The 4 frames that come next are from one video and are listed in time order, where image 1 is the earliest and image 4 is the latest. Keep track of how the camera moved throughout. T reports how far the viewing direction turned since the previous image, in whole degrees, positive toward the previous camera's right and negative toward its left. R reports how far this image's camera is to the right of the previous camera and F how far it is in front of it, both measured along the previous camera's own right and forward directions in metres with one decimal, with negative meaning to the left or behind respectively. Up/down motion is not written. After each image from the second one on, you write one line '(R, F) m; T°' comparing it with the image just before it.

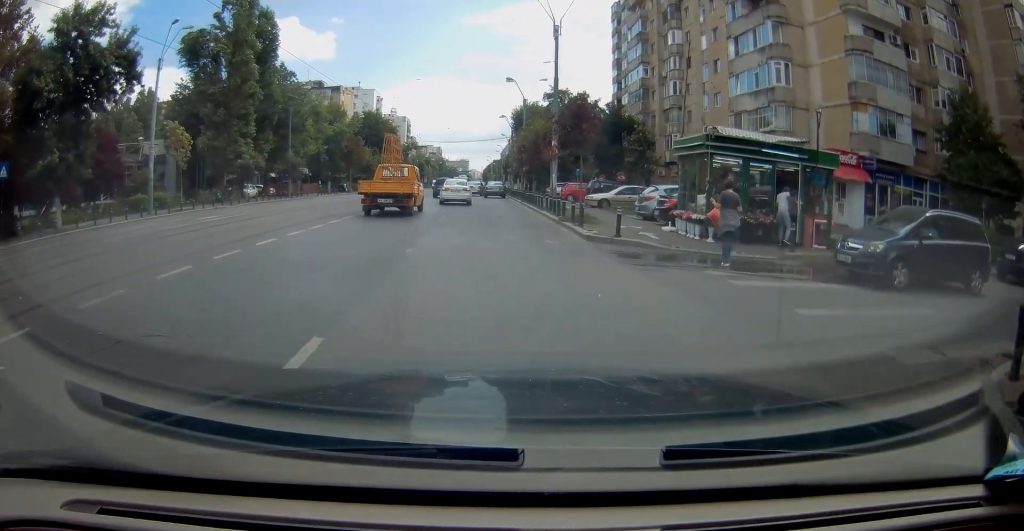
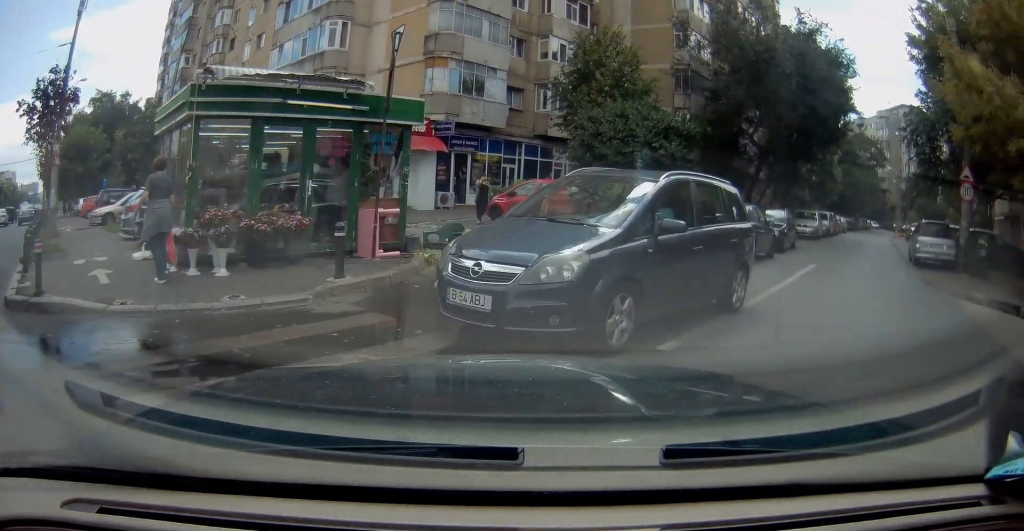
(+2.5, +6.6) m; +57°
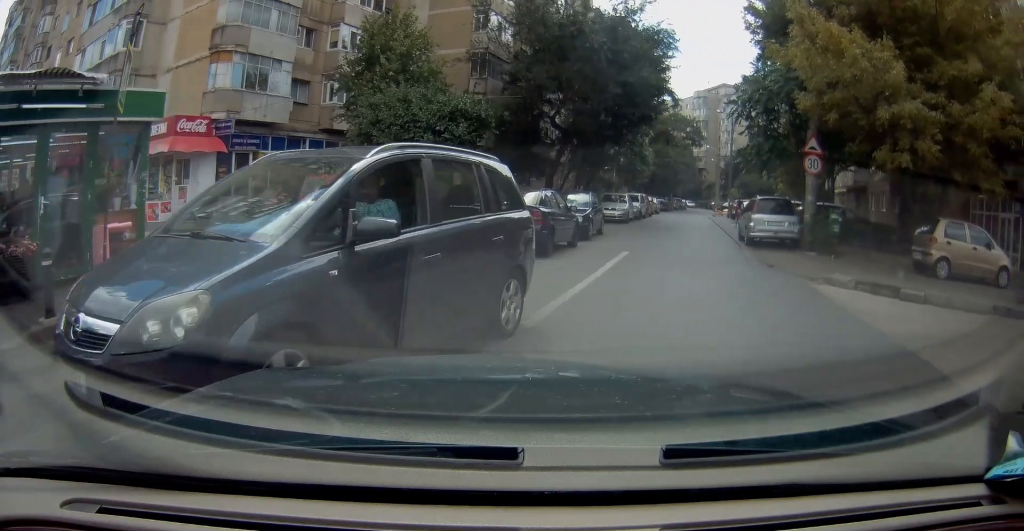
(+0.3, +1.4) m; +12°
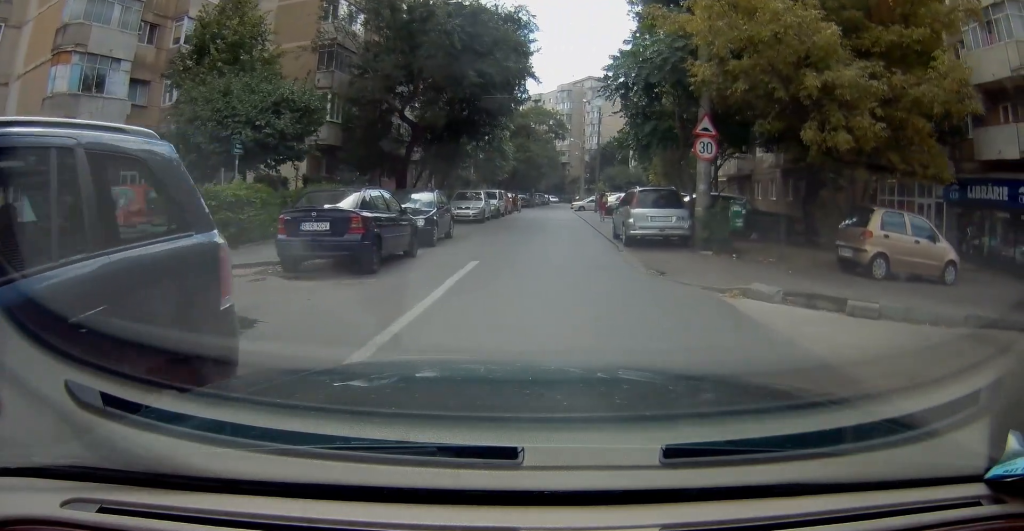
(+0.2, +2.3) m; +8°
